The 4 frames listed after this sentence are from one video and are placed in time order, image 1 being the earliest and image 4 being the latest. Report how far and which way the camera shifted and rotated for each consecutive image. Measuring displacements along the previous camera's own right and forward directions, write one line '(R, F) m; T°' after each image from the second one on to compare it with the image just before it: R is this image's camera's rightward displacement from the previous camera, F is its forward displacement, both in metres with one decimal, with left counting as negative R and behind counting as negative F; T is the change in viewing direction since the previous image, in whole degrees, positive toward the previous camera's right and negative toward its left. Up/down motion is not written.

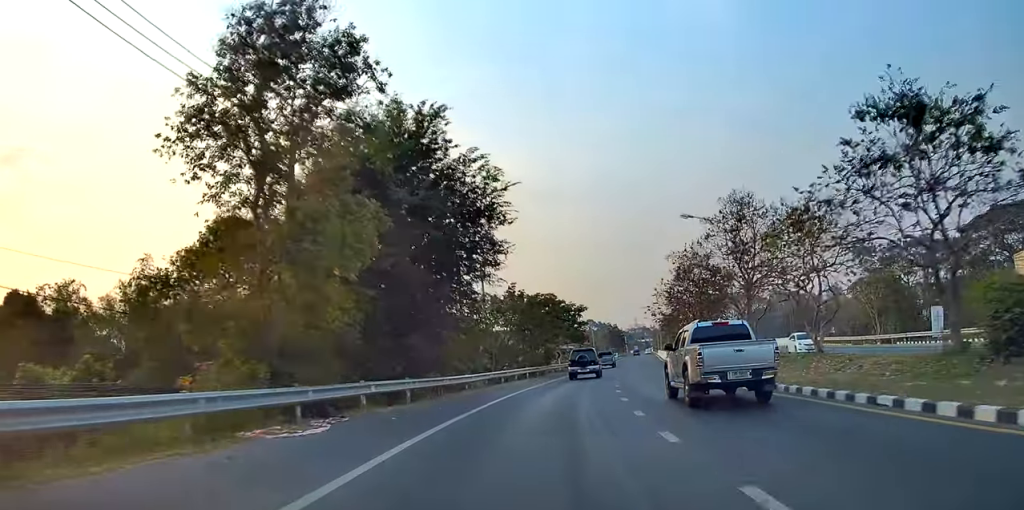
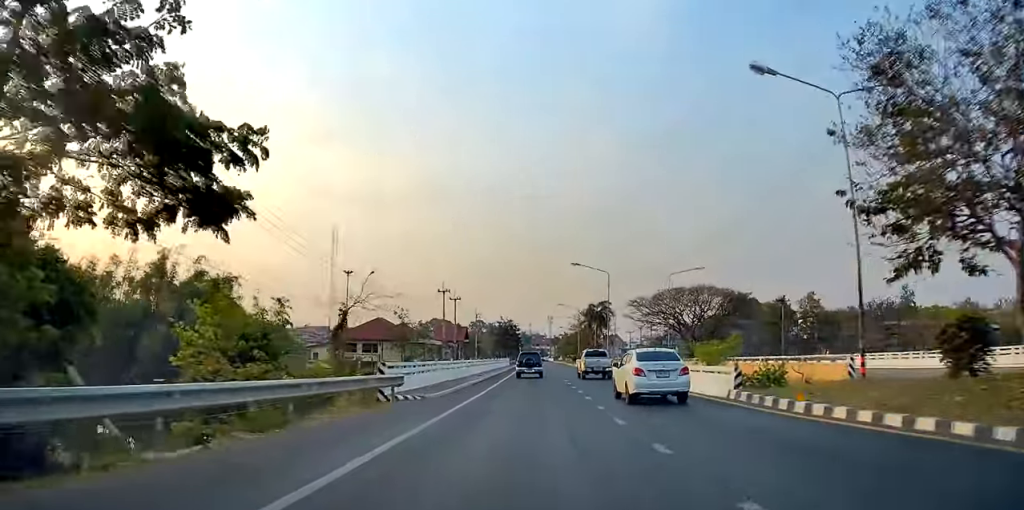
(+8.2, +61.7) m; +13°
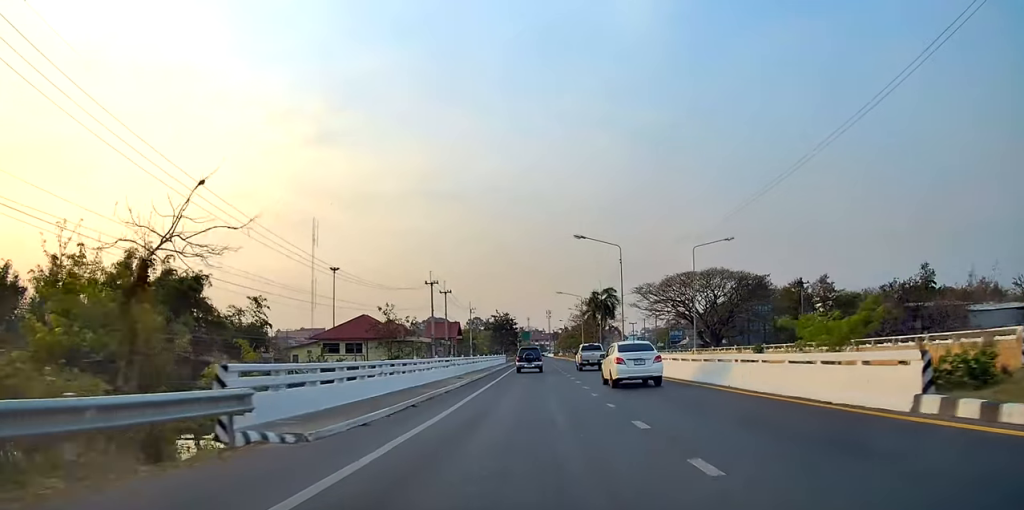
(0.0, +9.7) m; 0°
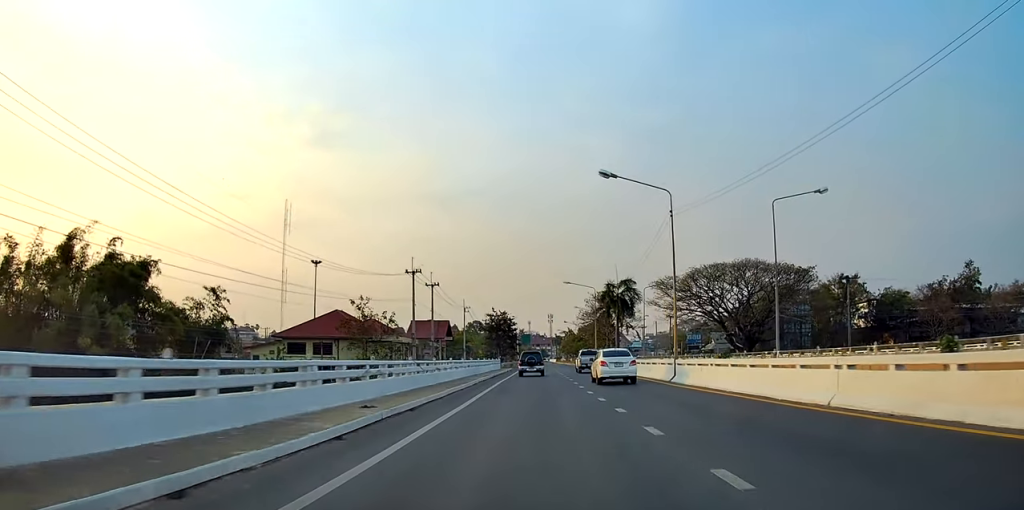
(0.0, +16.1) m; +1°
